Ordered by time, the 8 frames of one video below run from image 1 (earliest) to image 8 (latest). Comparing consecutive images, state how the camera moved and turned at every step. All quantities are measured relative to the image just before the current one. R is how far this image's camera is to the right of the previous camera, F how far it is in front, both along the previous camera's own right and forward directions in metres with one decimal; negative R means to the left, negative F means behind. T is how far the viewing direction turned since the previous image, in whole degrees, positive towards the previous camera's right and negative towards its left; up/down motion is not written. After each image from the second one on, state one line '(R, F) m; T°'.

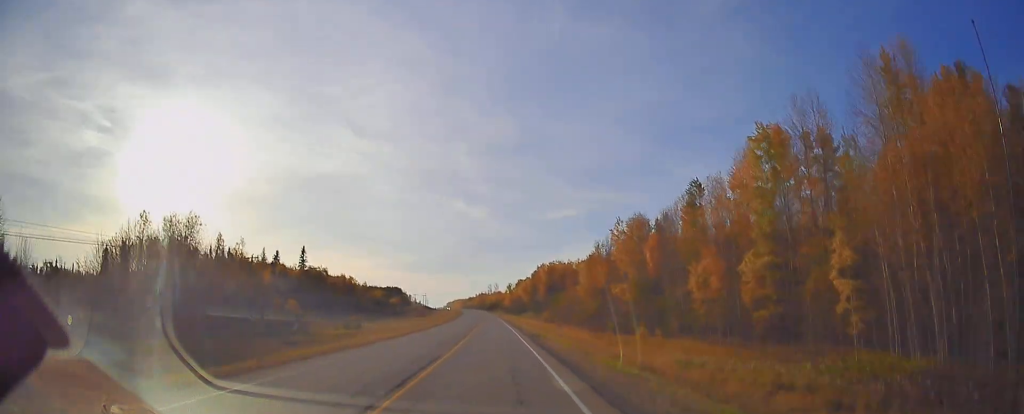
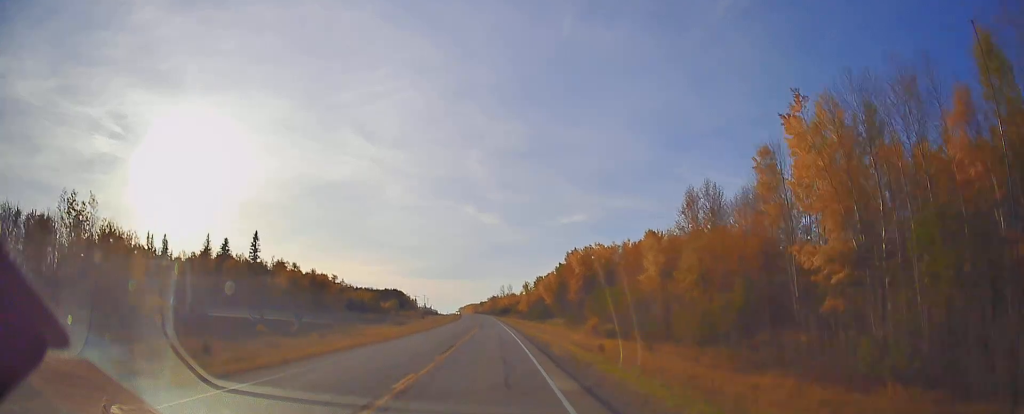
(-0.2, +64.5) m; -1°
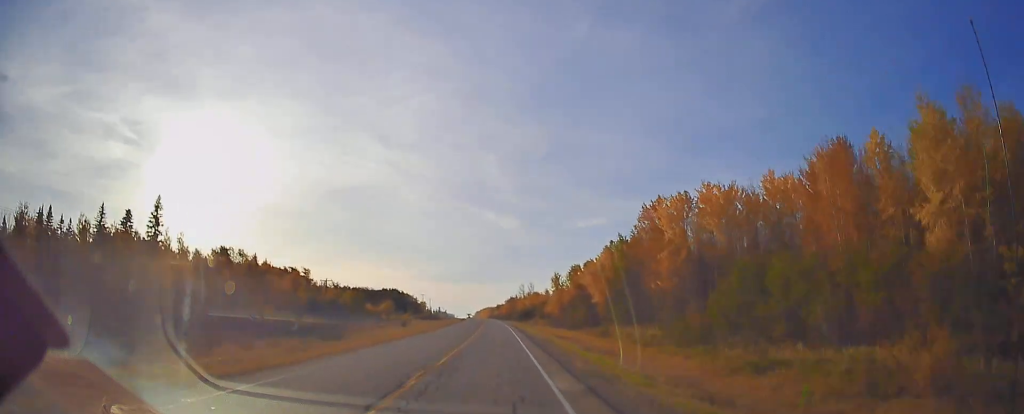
(-1.7, +71.2) m; -2°
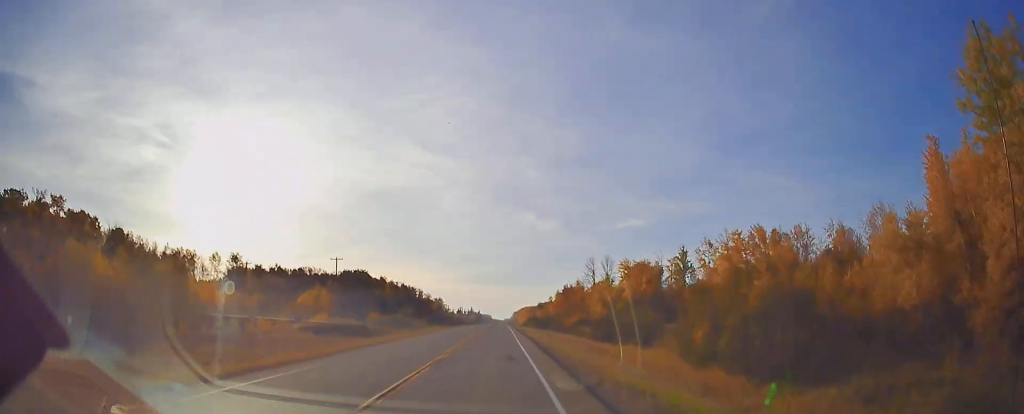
(-4.8, +164.4) m; -3°
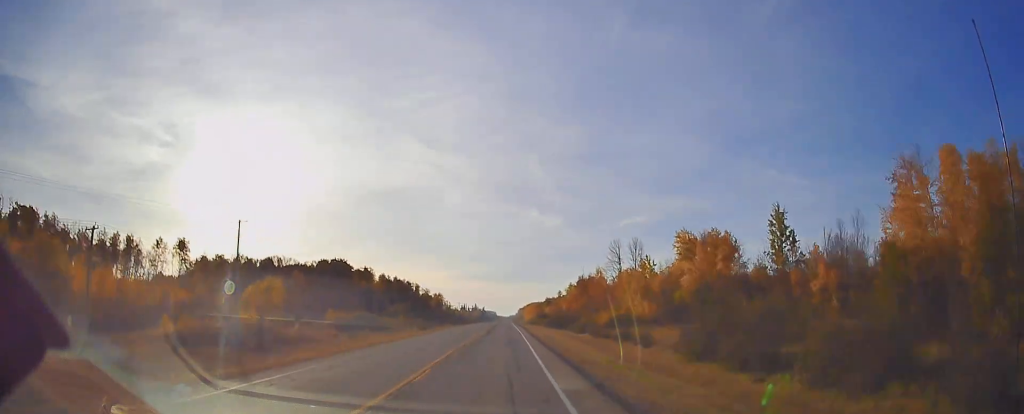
(-0.5, +34.1) m; 0°
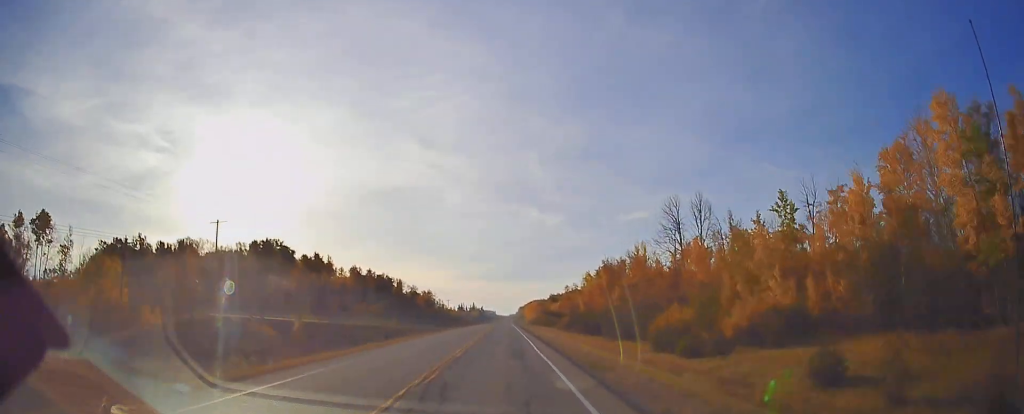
(-0.3, +52.8) m; 0°
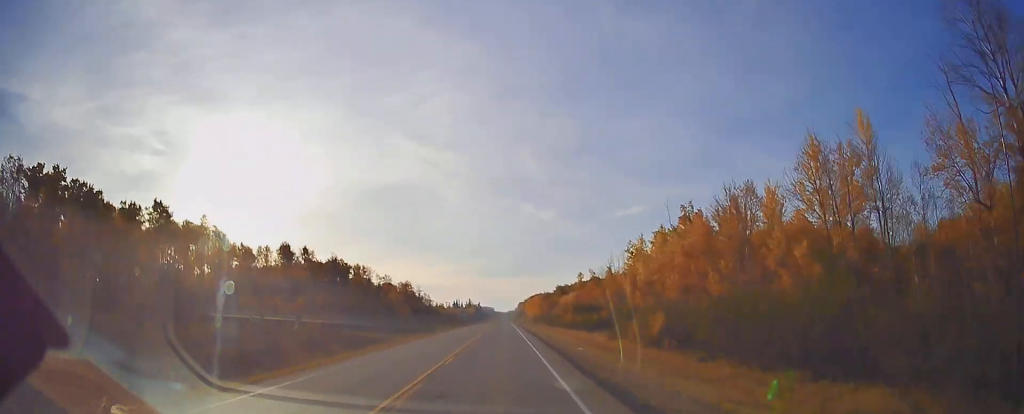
(0.0, +74.1) m; 0°
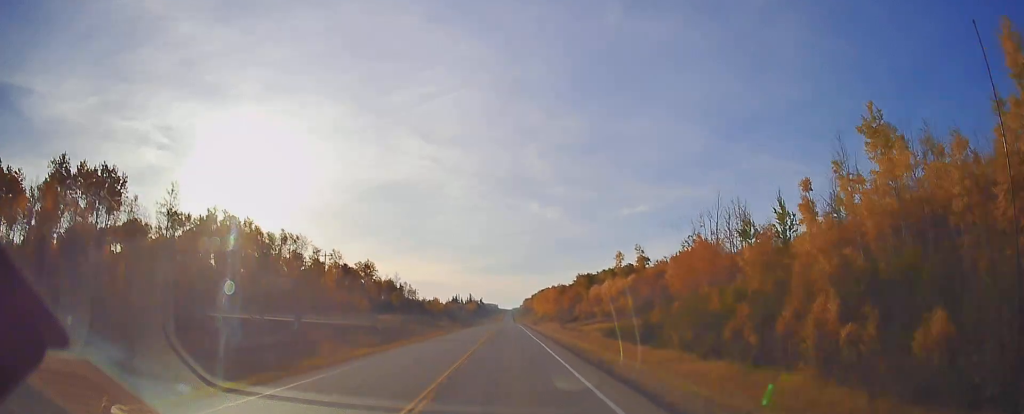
(+0.1, +90.1) m; 0°
